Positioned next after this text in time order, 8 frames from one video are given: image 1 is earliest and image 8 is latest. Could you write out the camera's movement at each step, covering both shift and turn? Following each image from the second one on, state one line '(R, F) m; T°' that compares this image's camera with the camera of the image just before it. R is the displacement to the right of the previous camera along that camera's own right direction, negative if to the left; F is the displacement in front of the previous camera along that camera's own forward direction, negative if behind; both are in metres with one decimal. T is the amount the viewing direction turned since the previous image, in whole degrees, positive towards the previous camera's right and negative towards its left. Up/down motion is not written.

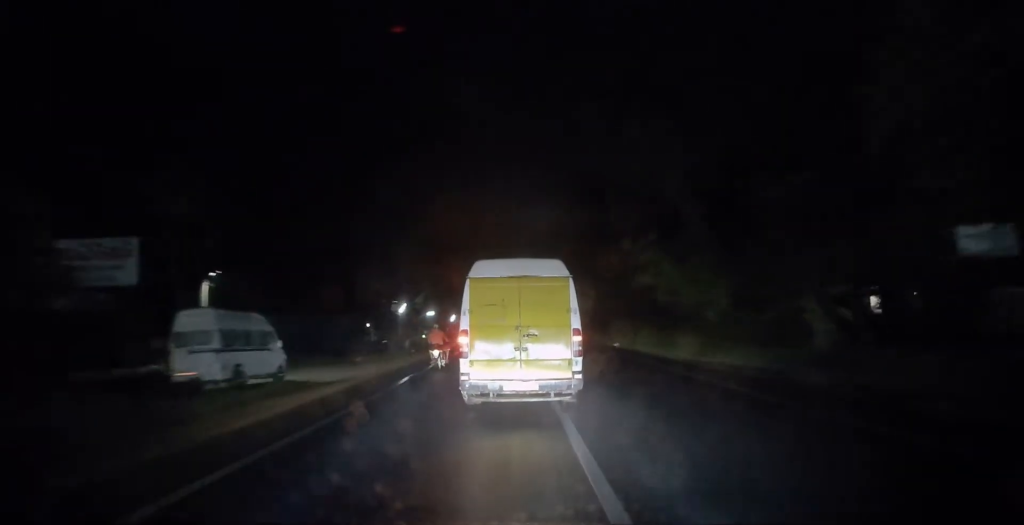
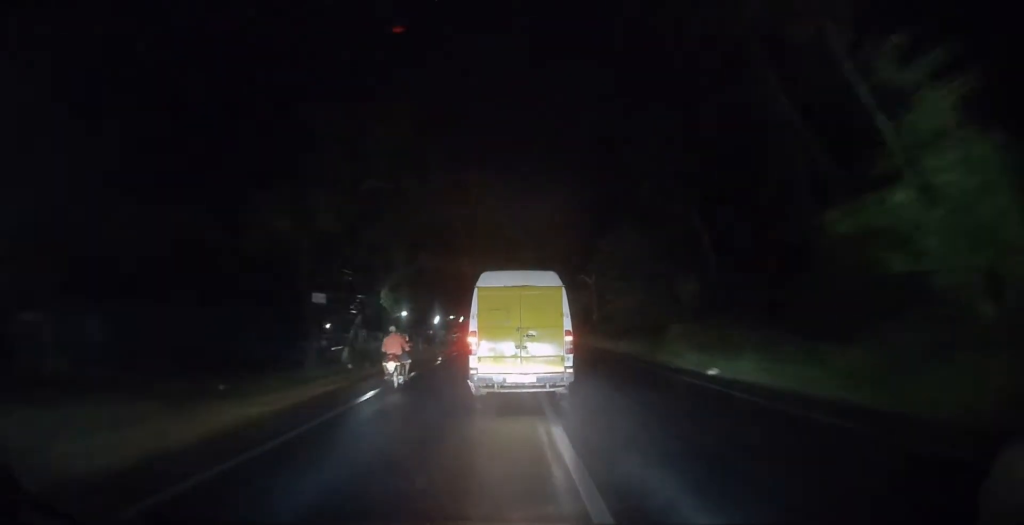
(+0.4, +19.2) m; +1°
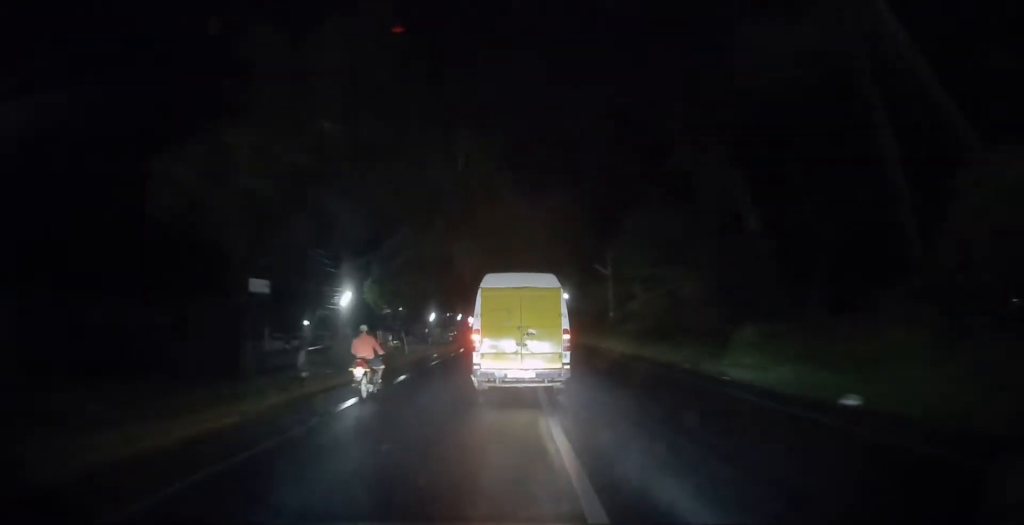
(+0.1, +7.9) m; -1°
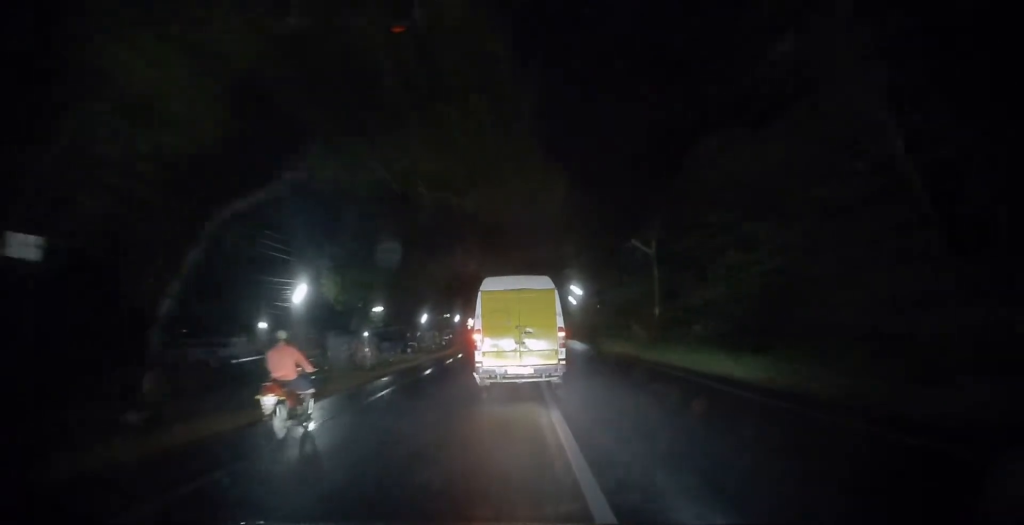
(-0.4, +13.2) m; 0°
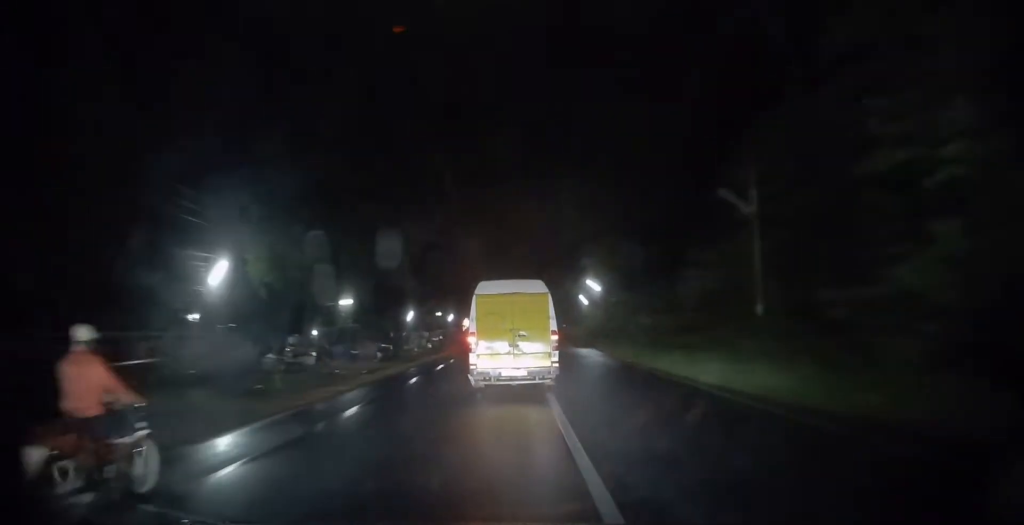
(+0.2, +12.9) m; 0°
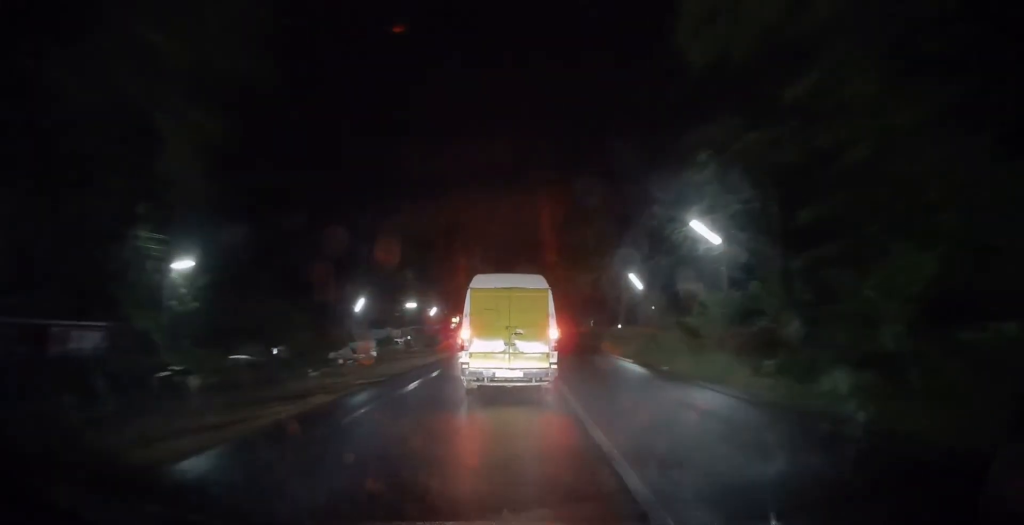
(-0.3, +29.1) m; -1°
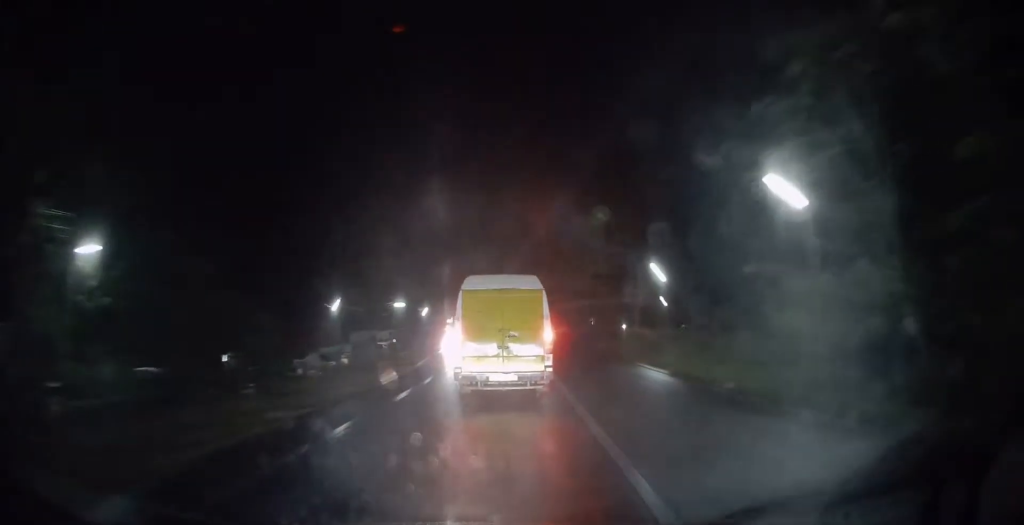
(-0.1, +7.1) m; +1°
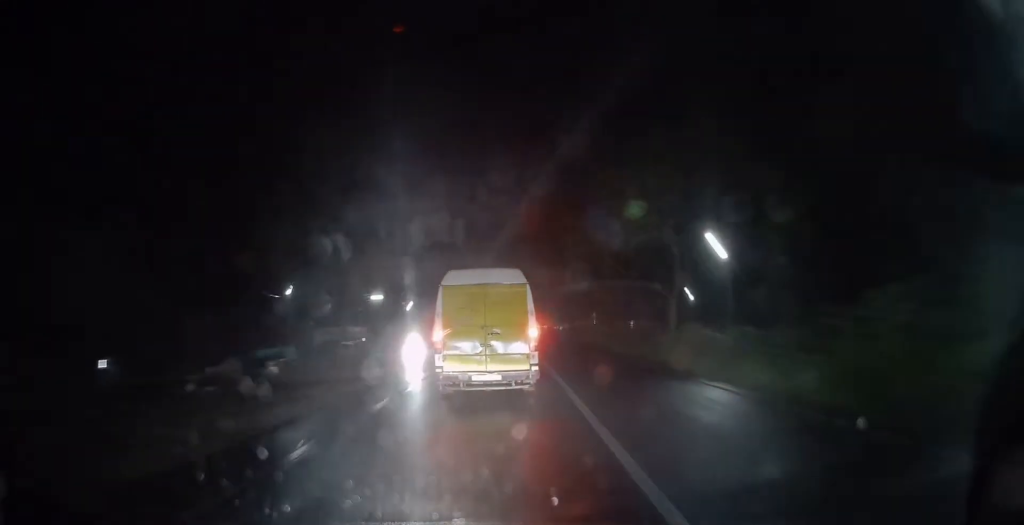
(+0.1, +10.6) m; +1°
